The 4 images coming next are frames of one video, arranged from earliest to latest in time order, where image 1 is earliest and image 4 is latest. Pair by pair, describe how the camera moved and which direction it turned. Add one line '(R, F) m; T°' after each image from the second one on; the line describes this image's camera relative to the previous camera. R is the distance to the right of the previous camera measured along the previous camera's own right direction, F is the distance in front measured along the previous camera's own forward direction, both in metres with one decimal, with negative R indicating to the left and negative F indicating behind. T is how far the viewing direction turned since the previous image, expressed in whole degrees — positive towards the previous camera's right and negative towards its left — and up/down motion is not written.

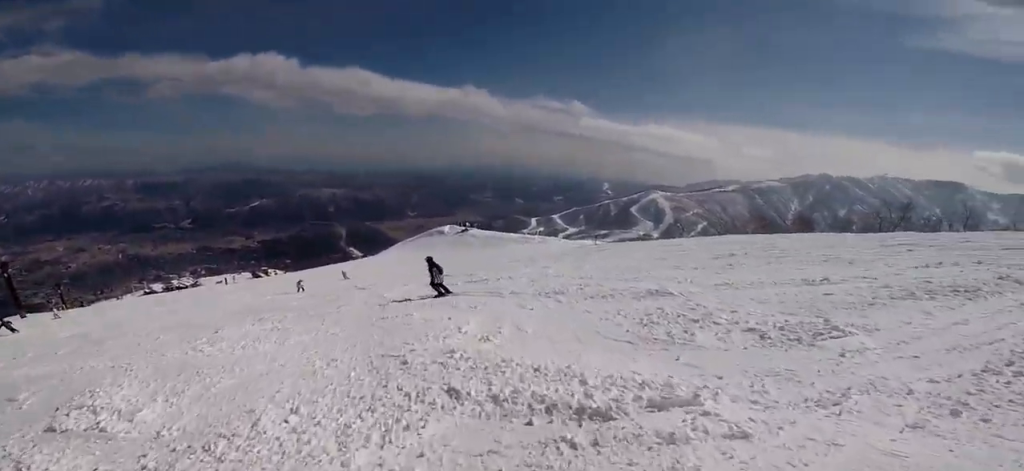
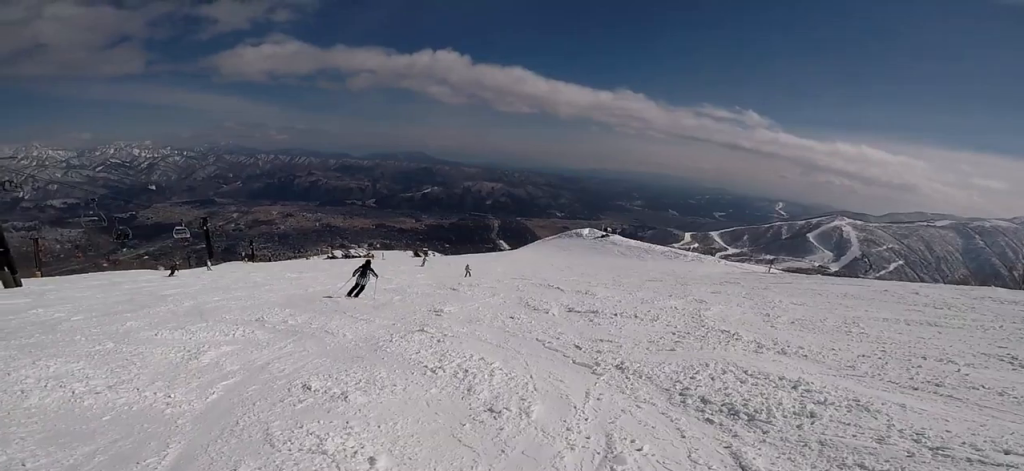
(-0.4, +6.6) m; -6°
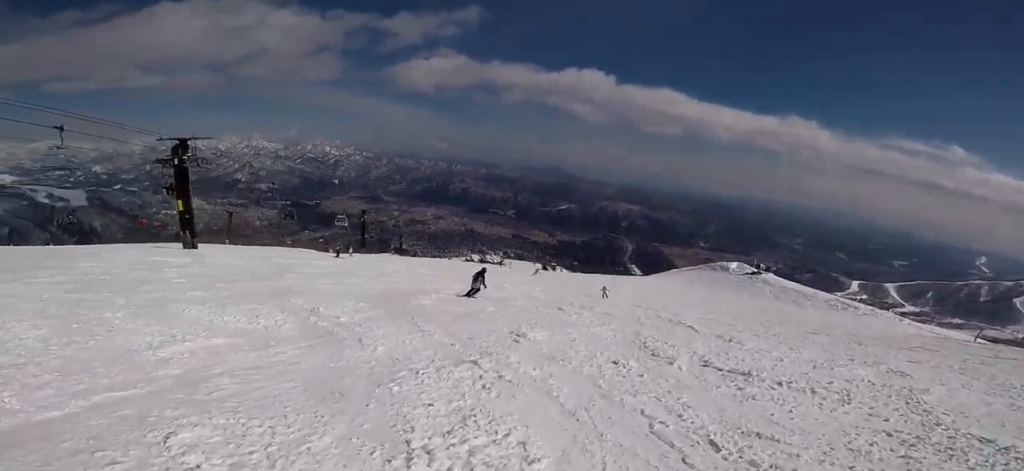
(+0.6, +2.5) m; -9°
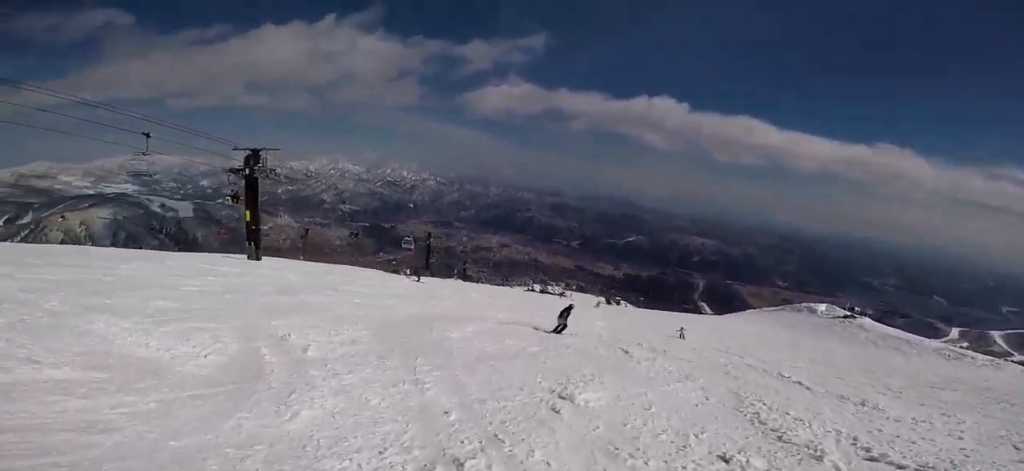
(-0.6, +2.3) m; -17°
